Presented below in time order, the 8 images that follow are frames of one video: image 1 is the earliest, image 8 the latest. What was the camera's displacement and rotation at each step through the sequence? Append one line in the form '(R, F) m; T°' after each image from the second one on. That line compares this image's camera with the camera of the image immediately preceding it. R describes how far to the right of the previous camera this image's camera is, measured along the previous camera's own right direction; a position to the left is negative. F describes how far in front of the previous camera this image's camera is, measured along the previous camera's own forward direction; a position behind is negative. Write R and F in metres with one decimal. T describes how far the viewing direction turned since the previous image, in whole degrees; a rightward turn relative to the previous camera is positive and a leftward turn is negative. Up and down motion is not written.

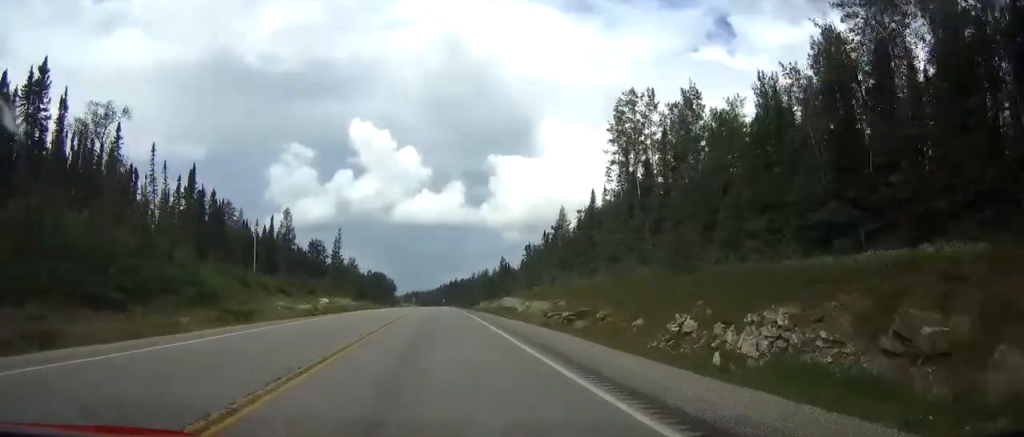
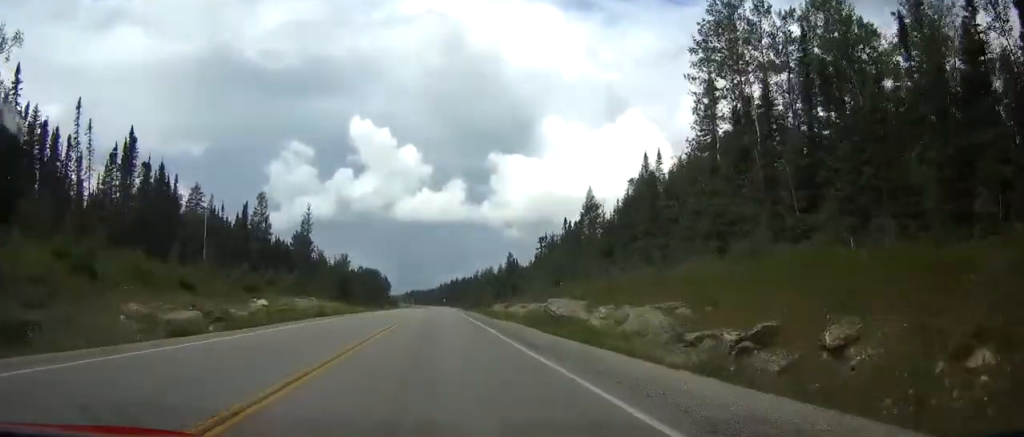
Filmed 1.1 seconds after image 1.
(0.0, +24.8) m; 0°
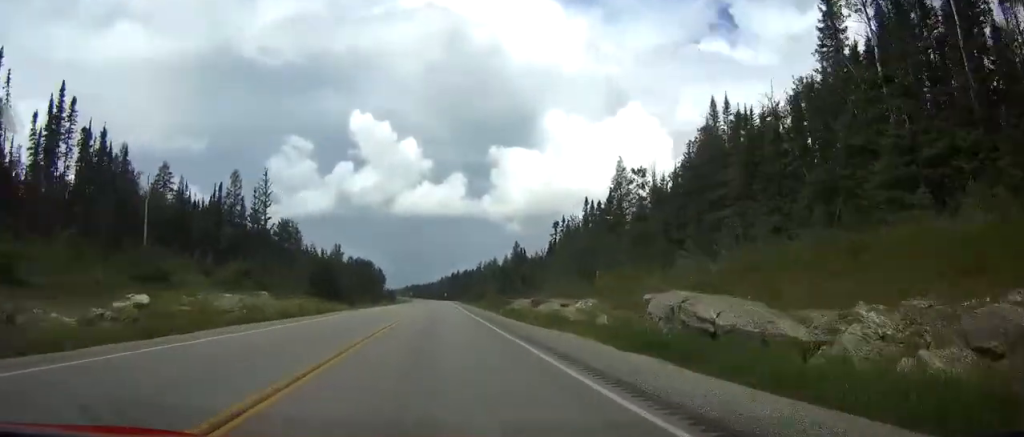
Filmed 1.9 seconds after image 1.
(0.0, +18.9) m; 0°
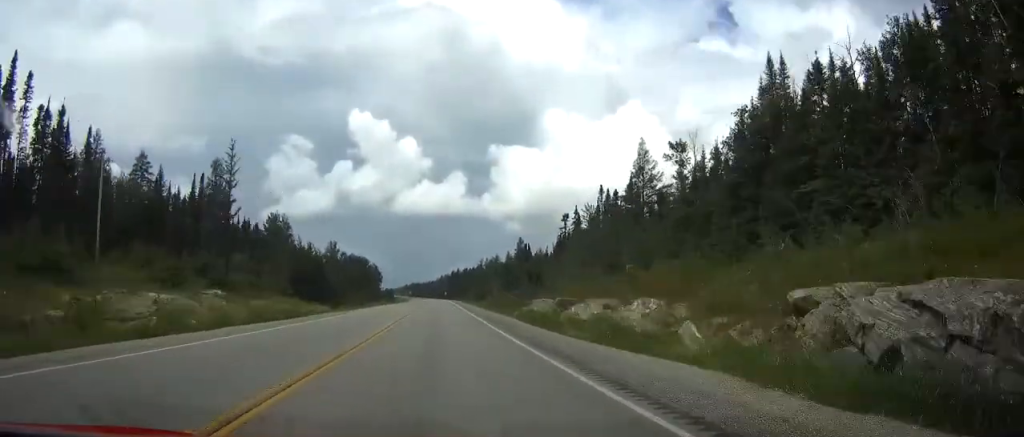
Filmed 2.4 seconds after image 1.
(0.0, +10.6) m; 0°
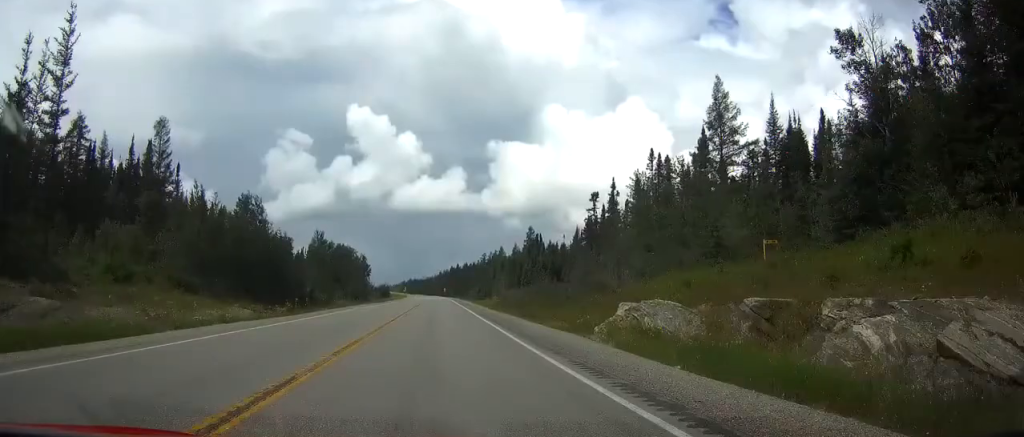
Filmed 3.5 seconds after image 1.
(-0.1, +24.3) m; 0°
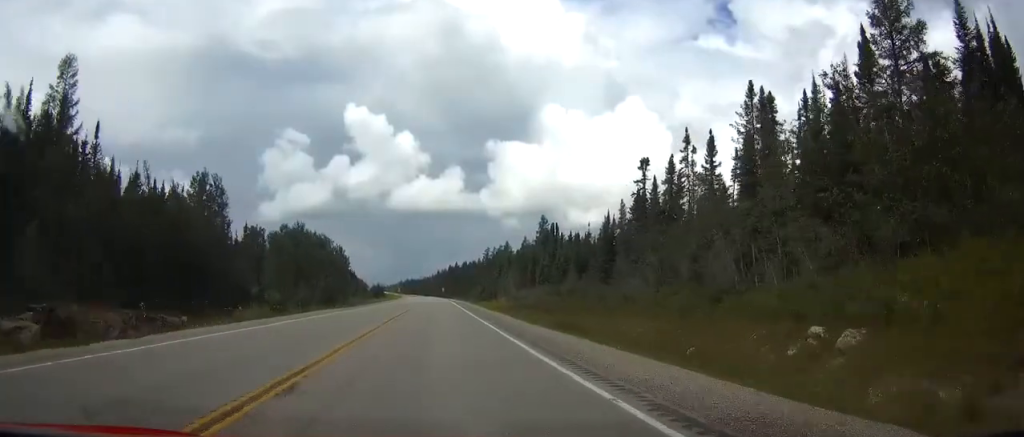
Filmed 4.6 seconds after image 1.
(+0.1, +26.6) m; 0°
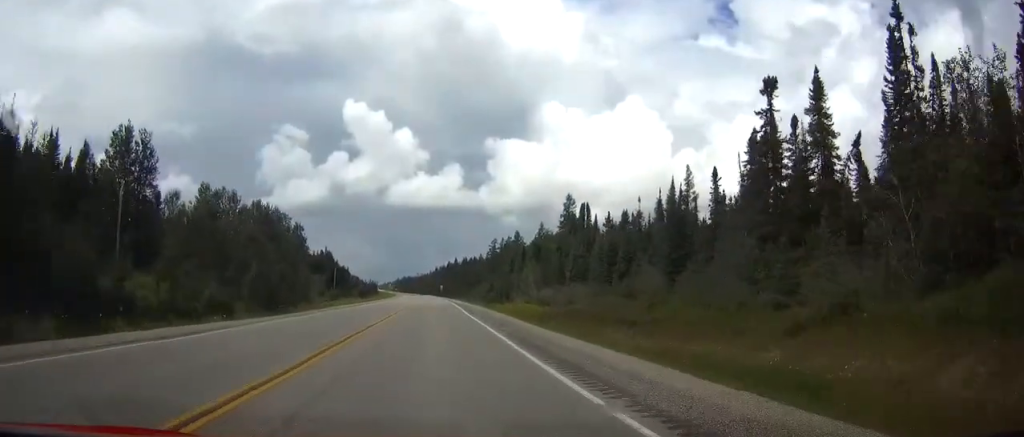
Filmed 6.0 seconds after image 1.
(0.0, +31.2) m; 0°
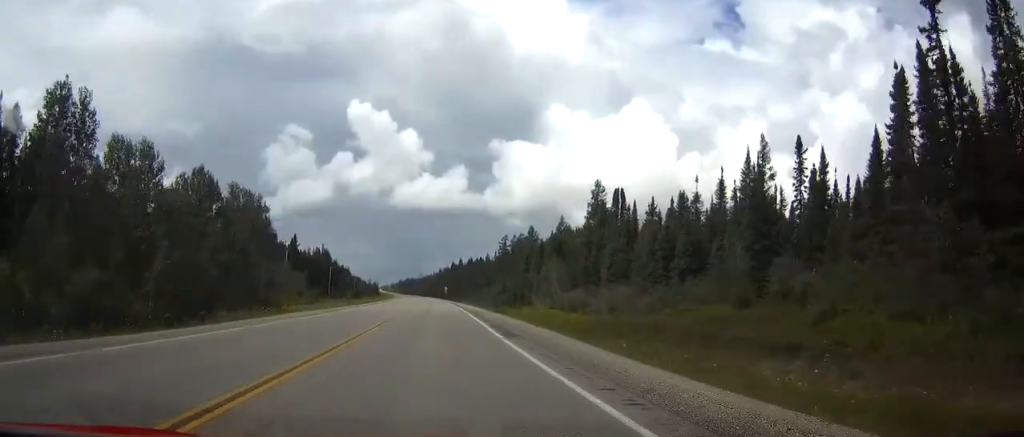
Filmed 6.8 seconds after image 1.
(0.0, +19.0) m; 0°
